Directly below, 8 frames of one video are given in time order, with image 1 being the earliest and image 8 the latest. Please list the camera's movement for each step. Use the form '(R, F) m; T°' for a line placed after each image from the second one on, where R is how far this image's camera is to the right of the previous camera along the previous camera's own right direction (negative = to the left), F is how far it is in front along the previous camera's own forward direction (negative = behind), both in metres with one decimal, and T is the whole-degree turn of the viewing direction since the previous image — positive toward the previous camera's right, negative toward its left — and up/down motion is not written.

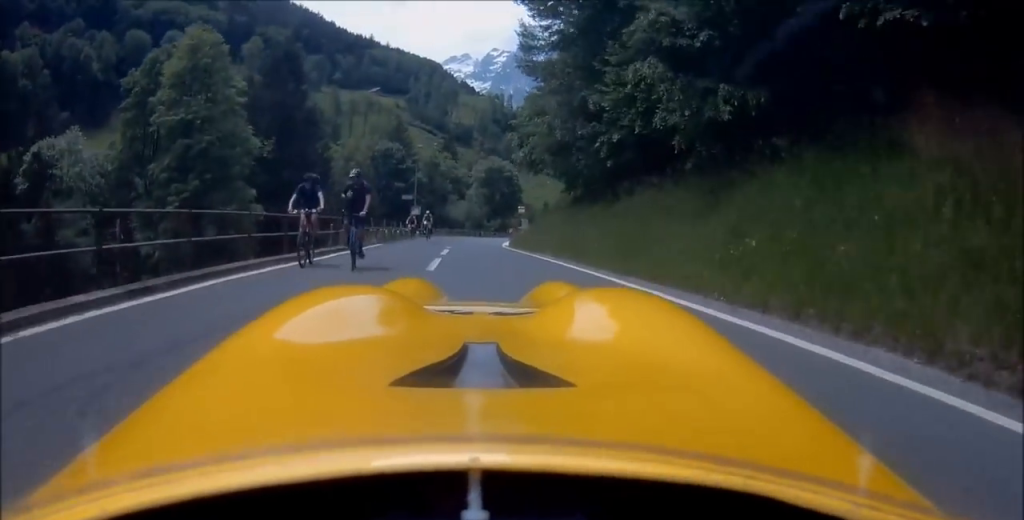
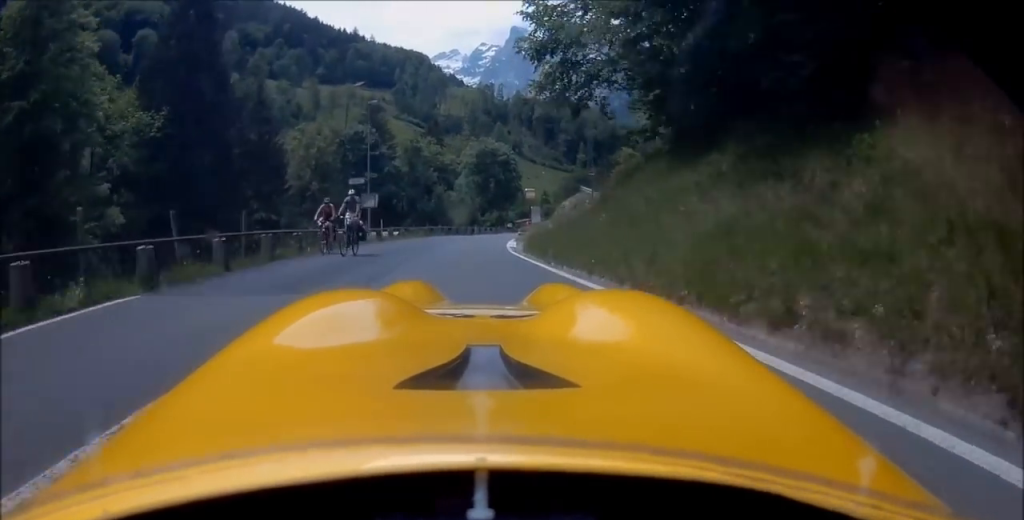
(-0.7, +17.0) m; -3°
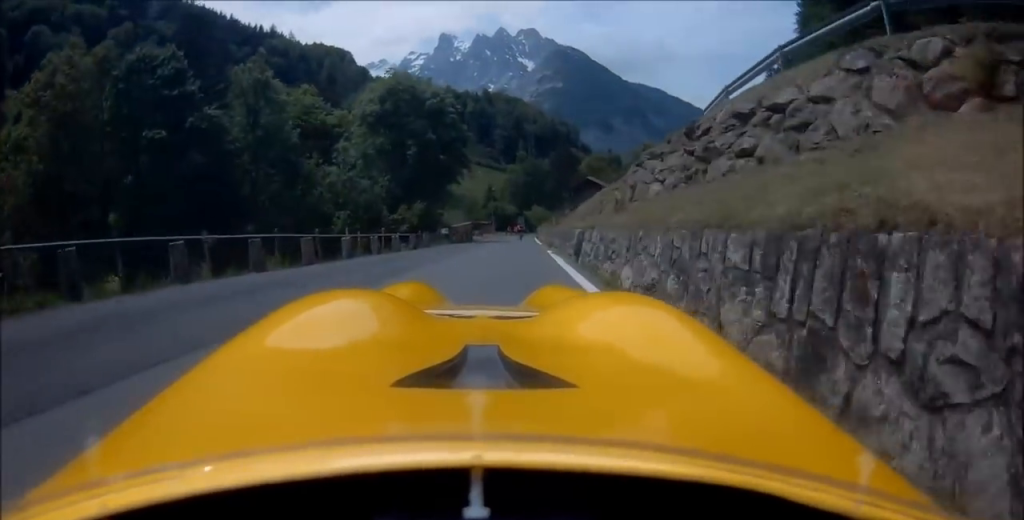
(+0.9, +42.5) m; +5°
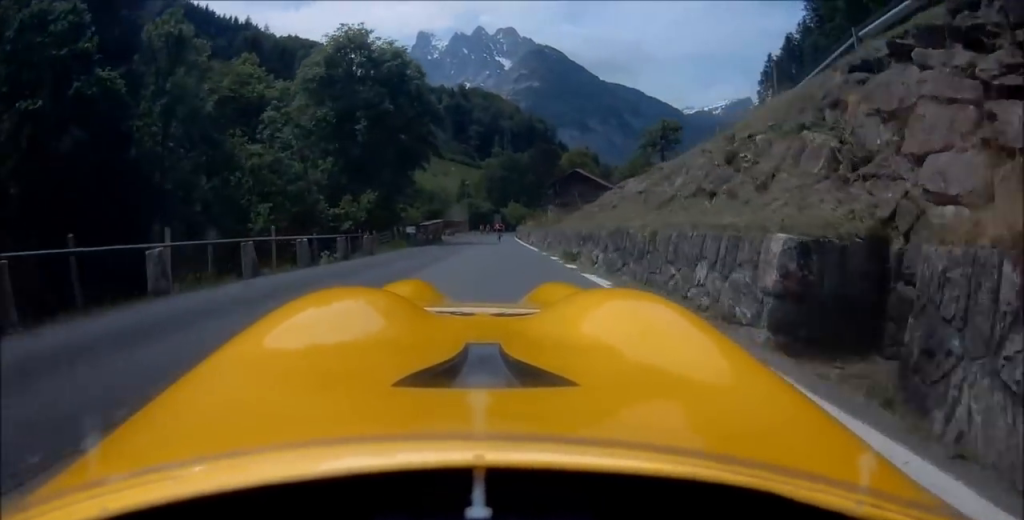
(+0.1, +10.2) m; +1°
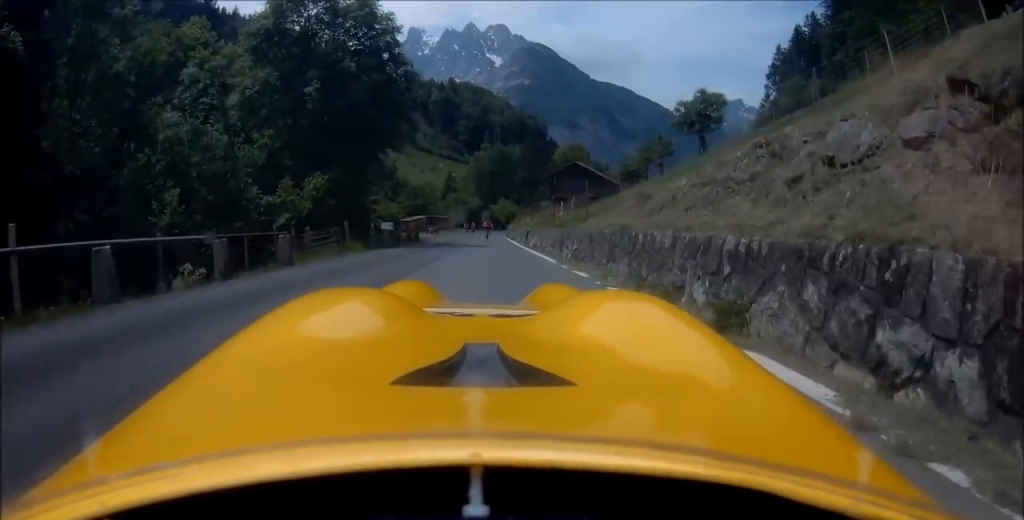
(+0.1, +8.0) m; 0°
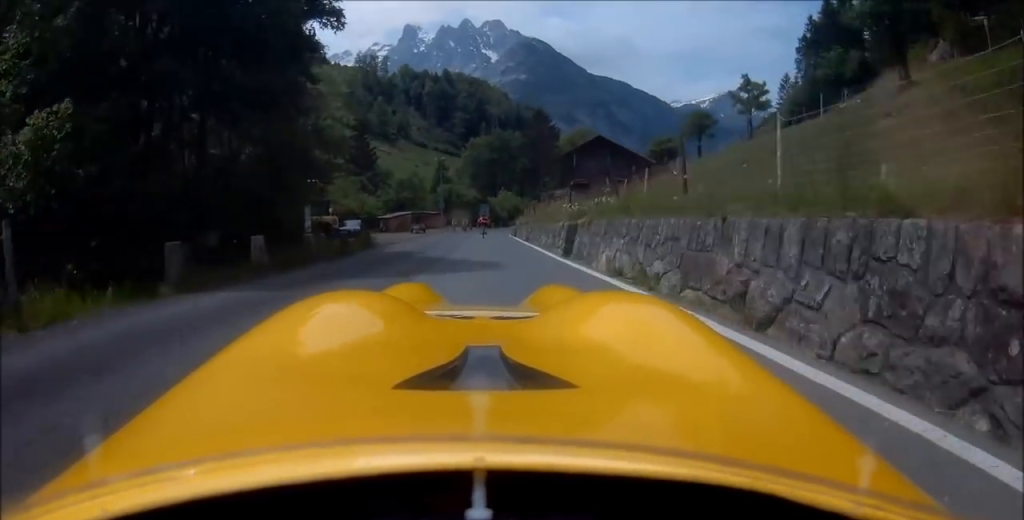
(+0.1, +15.4) m; +1°
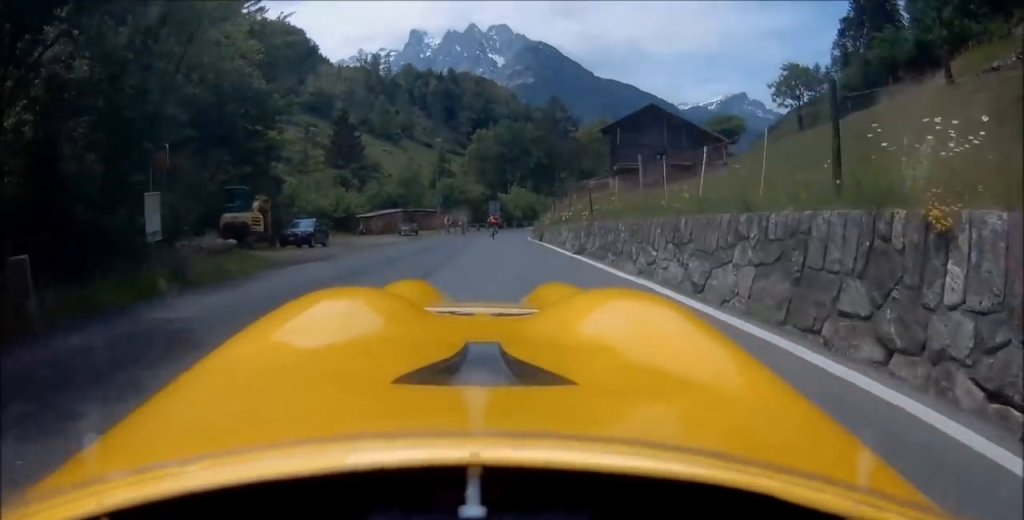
(-0.1, +14.2) m; +1°
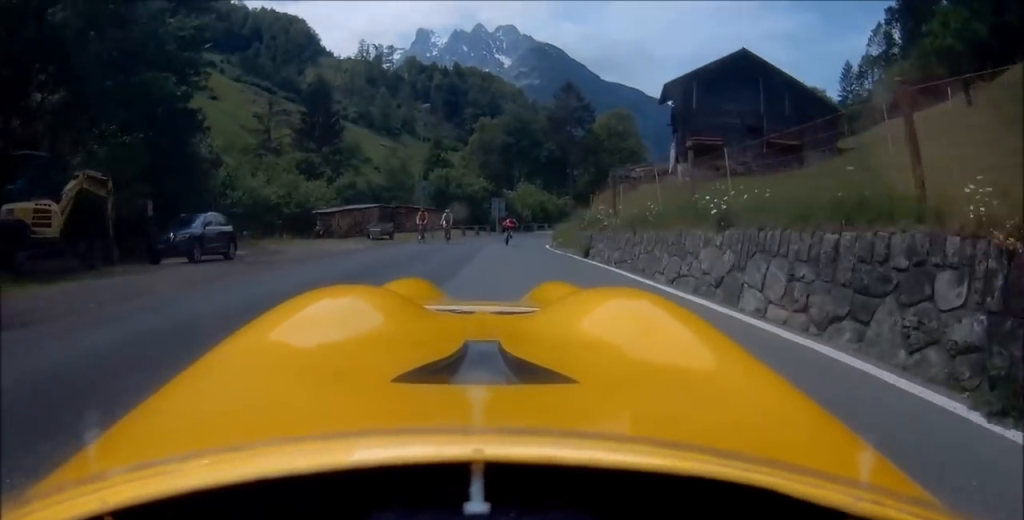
(+0.3, +12.7) m; +4°
